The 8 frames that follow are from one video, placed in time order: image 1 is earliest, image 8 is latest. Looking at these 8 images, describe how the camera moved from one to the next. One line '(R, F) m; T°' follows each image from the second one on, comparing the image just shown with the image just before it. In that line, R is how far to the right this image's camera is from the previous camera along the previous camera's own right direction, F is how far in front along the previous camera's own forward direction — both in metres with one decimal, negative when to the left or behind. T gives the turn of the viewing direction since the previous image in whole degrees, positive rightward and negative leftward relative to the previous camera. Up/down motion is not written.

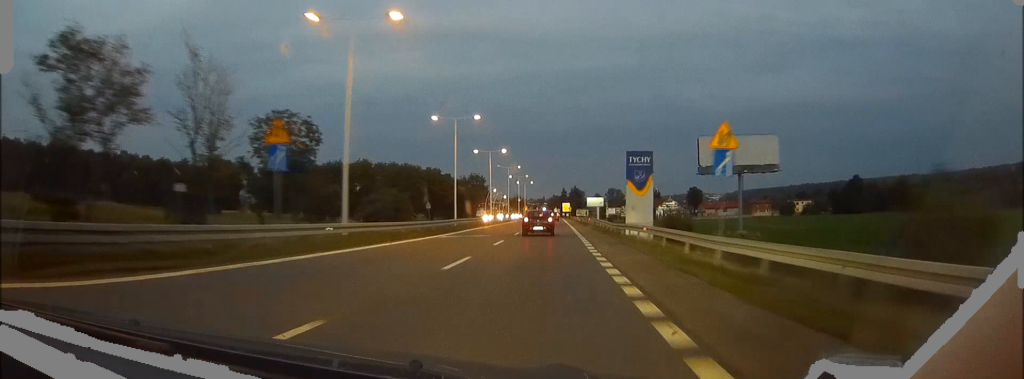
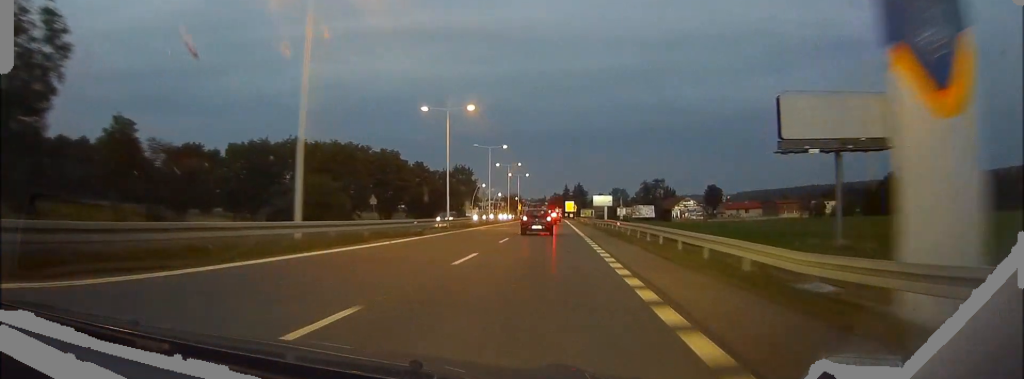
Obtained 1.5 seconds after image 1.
(-0.1, +35.3) m; 0°
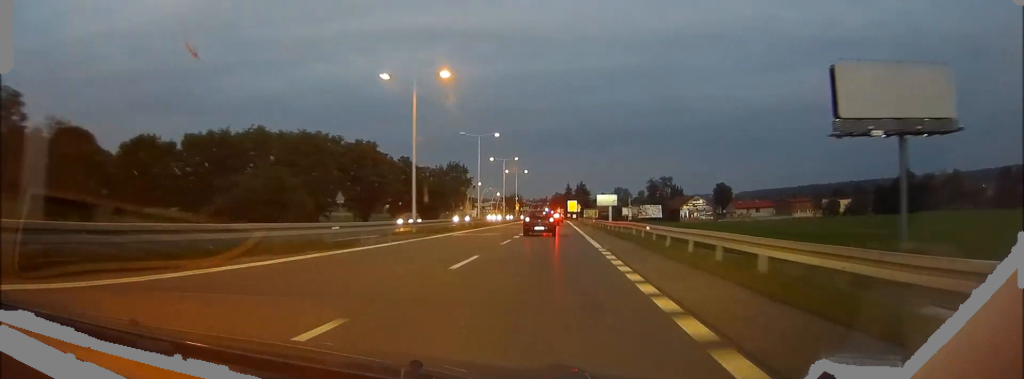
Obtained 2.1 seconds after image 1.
(0.0, +13.0) m; 0°
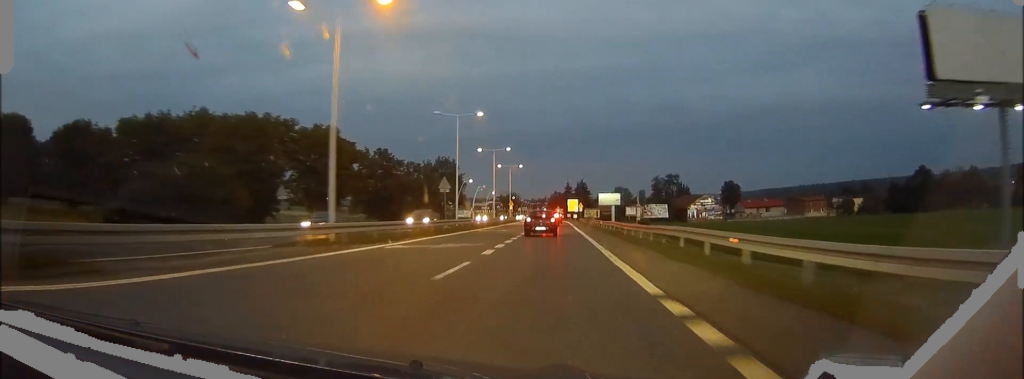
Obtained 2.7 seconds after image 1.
(0.0, +14.5) m; 0°
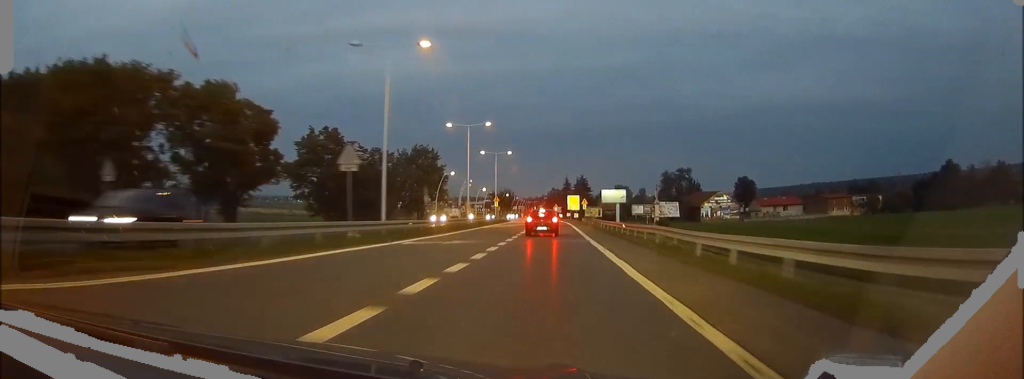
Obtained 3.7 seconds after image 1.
(+0.1, +22.8) m; 0°
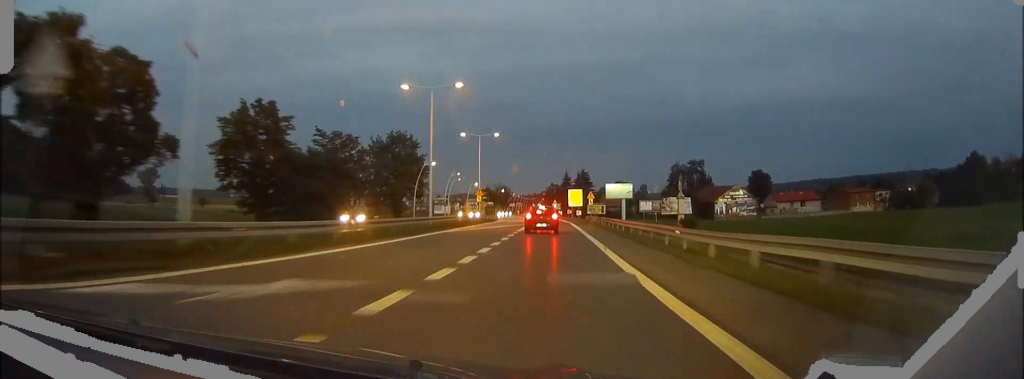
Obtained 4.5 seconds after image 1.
(0.0, +18.2) m; 0°
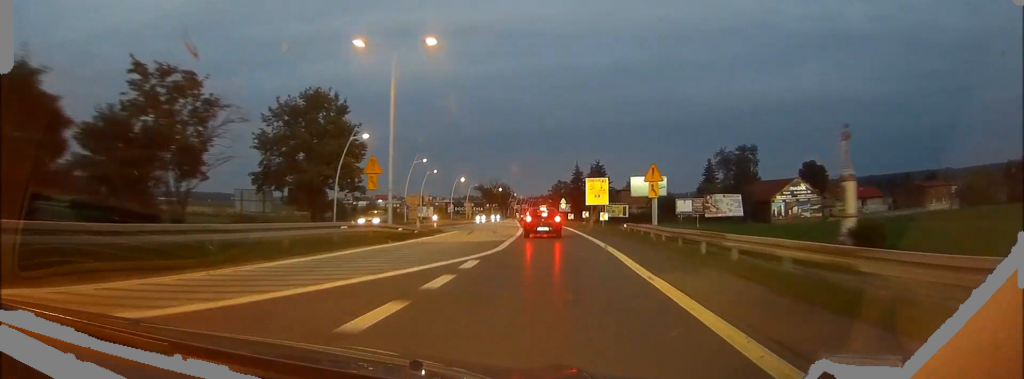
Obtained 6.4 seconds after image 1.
(-0.3, +40.6) m; -1°
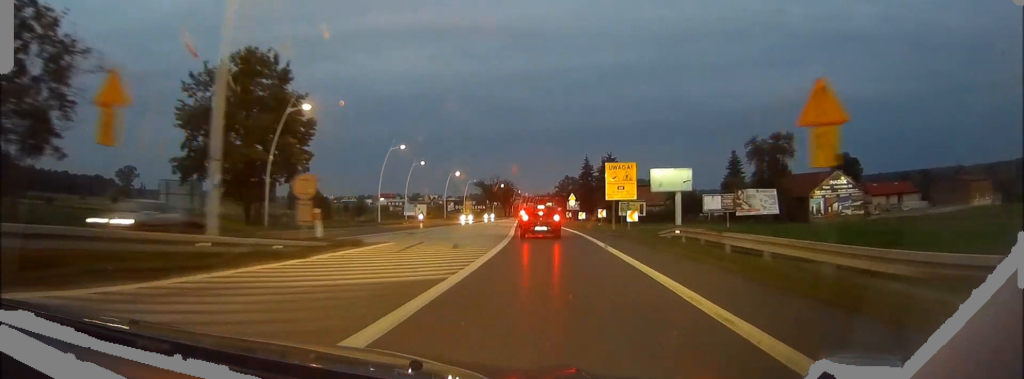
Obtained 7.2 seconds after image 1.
(-0.1, +17.0) m; -1°
